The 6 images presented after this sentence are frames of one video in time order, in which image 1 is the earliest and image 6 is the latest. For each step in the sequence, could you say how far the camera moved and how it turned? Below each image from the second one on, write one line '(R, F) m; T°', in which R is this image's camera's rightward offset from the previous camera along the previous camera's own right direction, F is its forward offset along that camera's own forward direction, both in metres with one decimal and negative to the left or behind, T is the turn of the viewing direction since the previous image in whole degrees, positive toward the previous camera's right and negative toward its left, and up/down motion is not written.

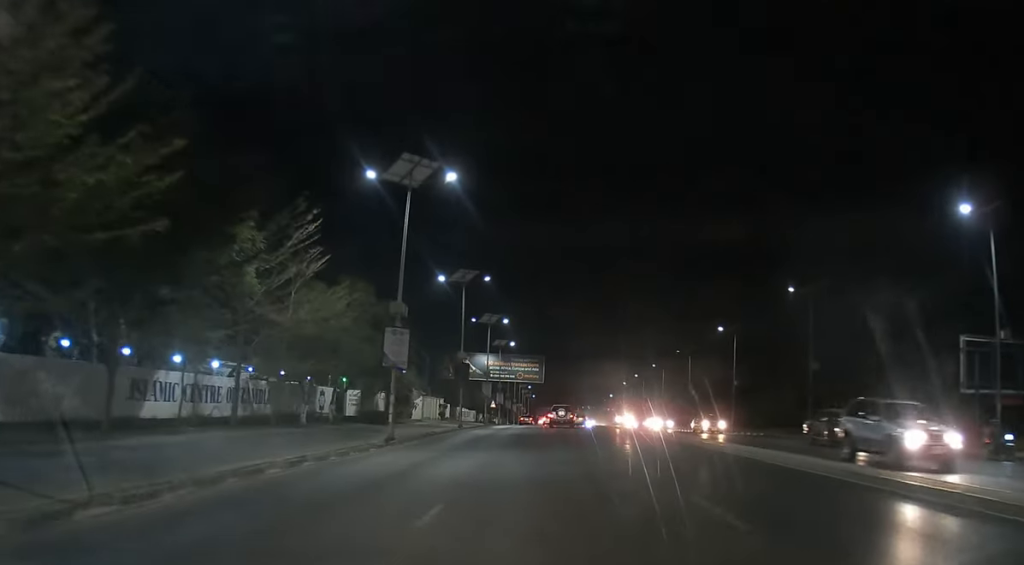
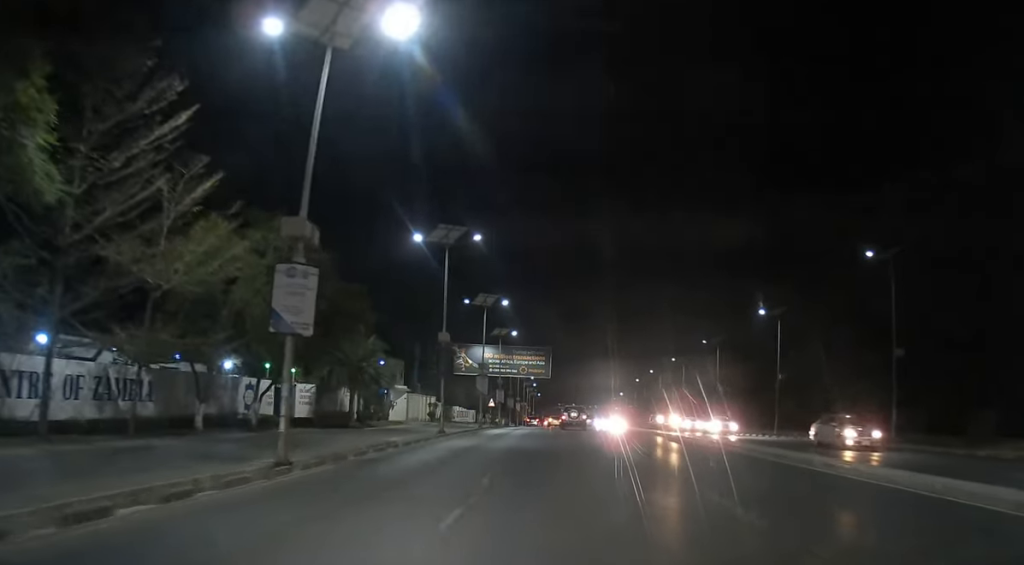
(+0.1, +13.8) m; 0°
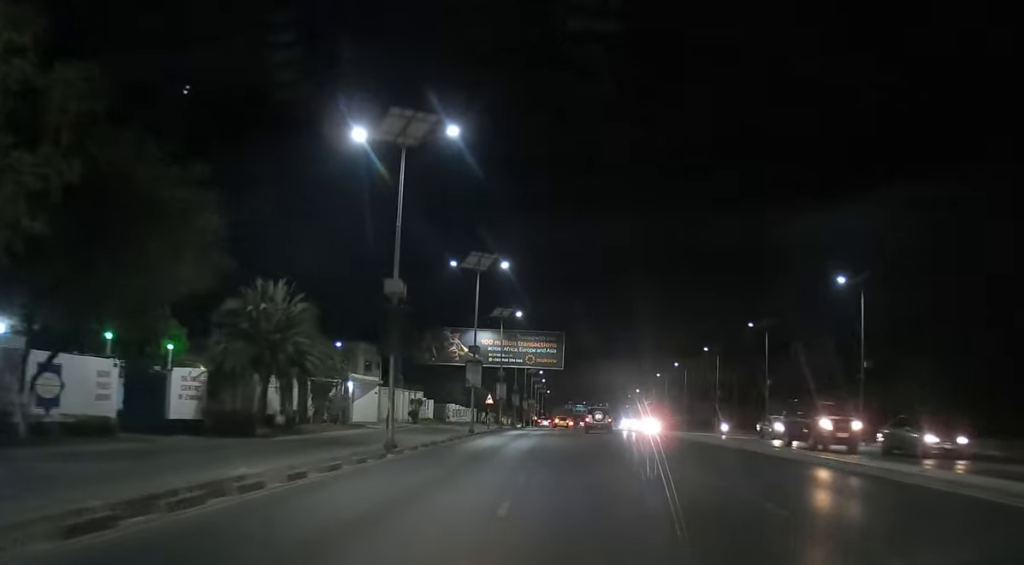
(-0.2, +16.9) m; 0°
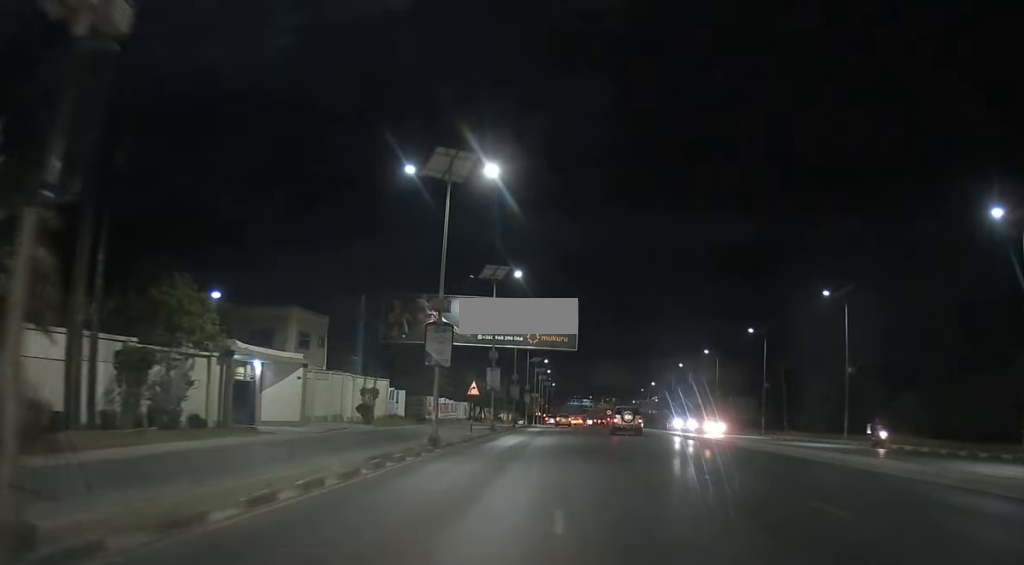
(0.0, +19.4) m; 0°
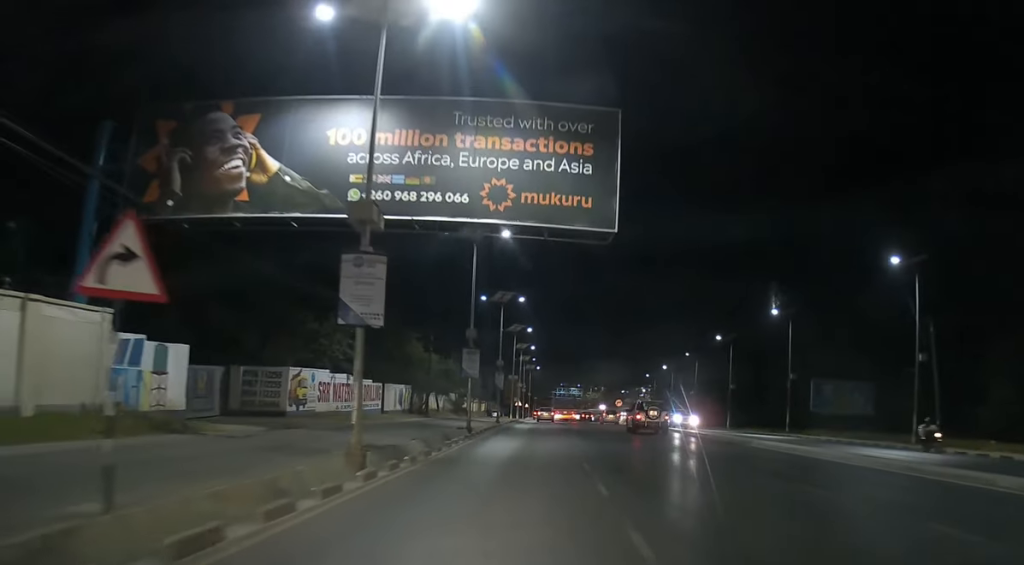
(+0.1, +37.1) m; +1°
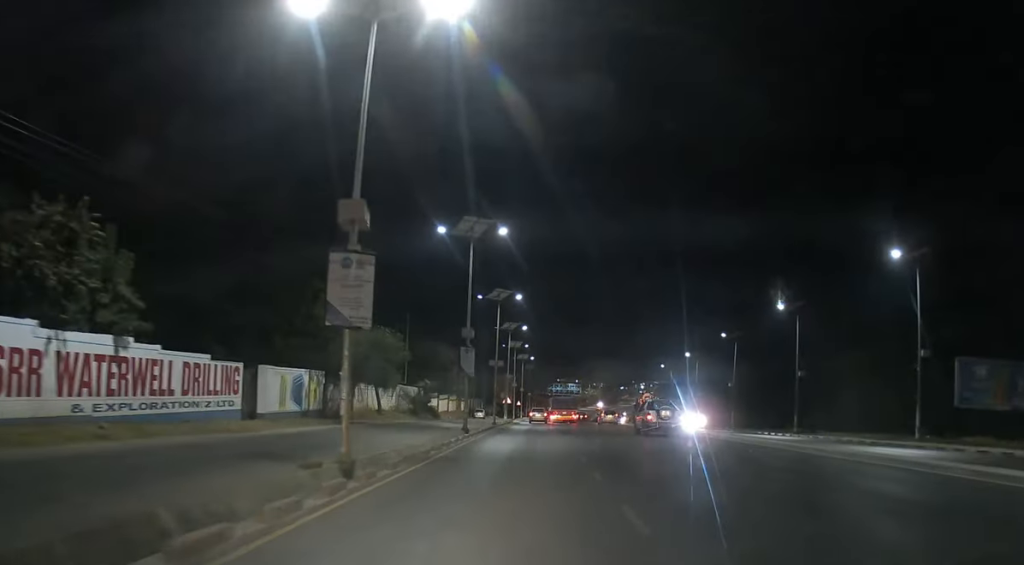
(+0.2, +26.1) m; +1°
